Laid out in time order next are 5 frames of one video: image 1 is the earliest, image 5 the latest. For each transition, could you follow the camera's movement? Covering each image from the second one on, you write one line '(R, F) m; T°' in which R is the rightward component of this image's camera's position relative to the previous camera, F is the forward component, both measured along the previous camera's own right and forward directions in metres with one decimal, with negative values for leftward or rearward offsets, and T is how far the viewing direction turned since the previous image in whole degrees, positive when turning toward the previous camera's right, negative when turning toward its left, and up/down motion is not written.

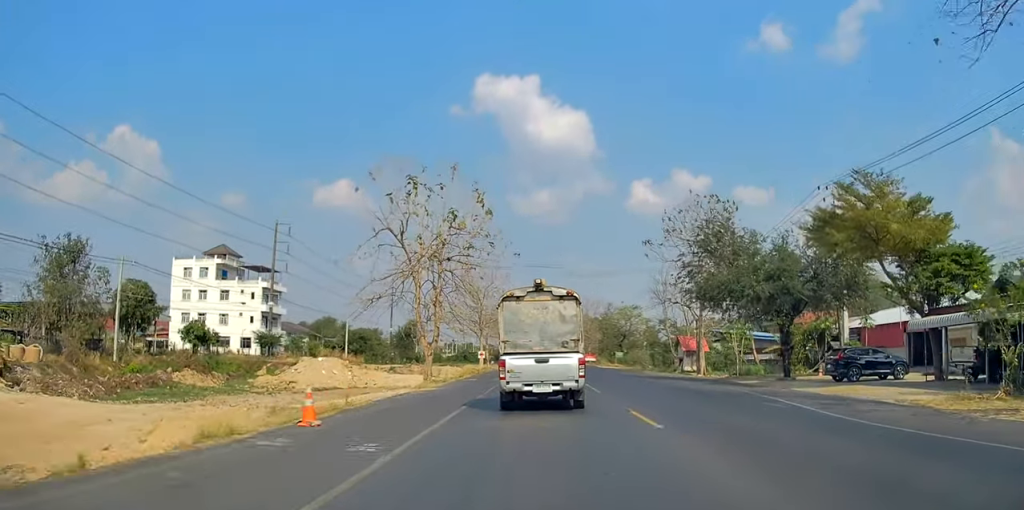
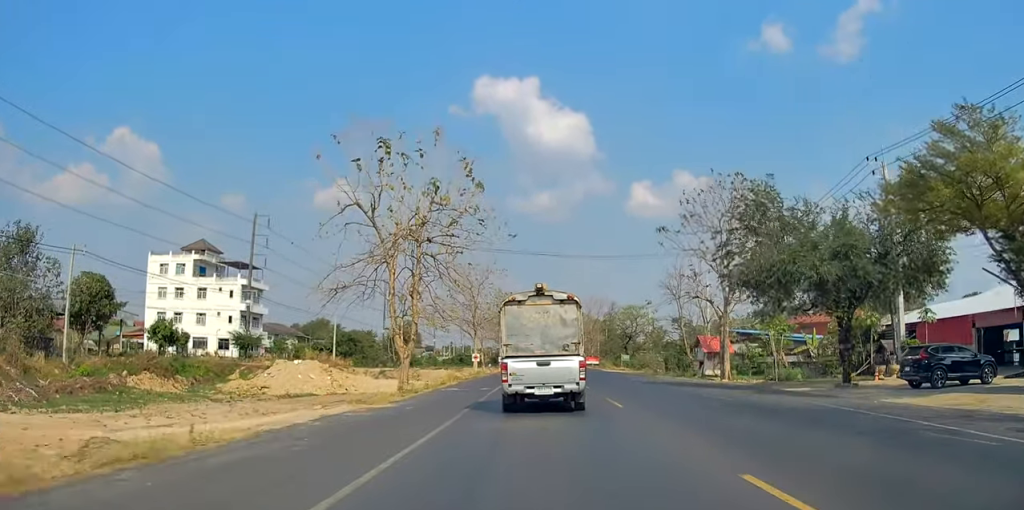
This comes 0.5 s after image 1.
(0.0, +7.5) m; +1°
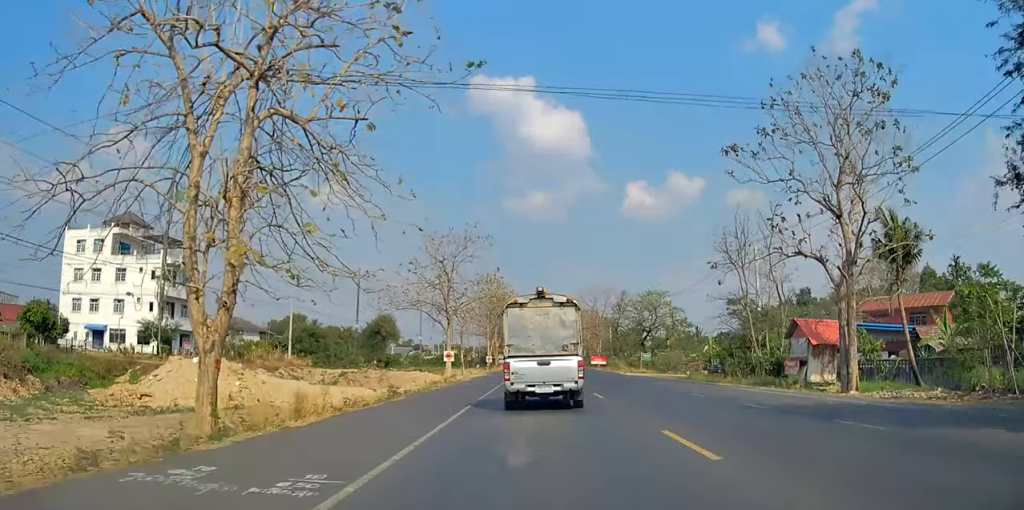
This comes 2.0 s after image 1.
(-0.1, +20.6) m; -1°
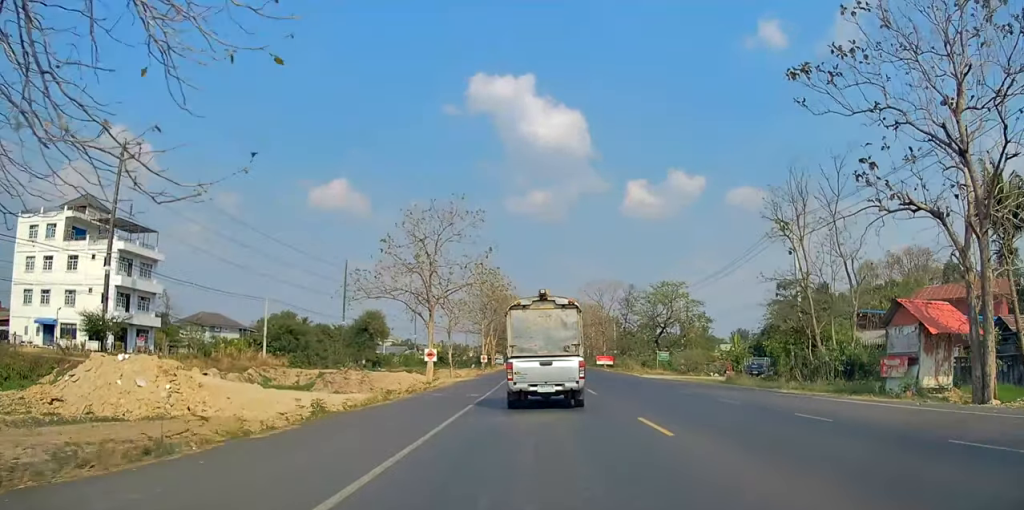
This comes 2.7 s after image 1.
(-0.1, +9.3) m; 0°
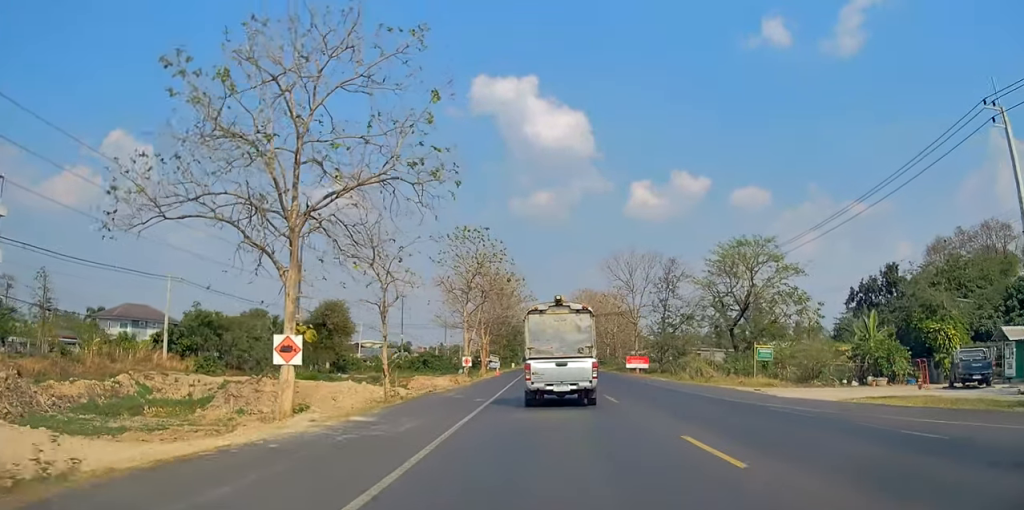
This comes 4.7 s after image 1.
(+0.4, +26.6) m; +1°
